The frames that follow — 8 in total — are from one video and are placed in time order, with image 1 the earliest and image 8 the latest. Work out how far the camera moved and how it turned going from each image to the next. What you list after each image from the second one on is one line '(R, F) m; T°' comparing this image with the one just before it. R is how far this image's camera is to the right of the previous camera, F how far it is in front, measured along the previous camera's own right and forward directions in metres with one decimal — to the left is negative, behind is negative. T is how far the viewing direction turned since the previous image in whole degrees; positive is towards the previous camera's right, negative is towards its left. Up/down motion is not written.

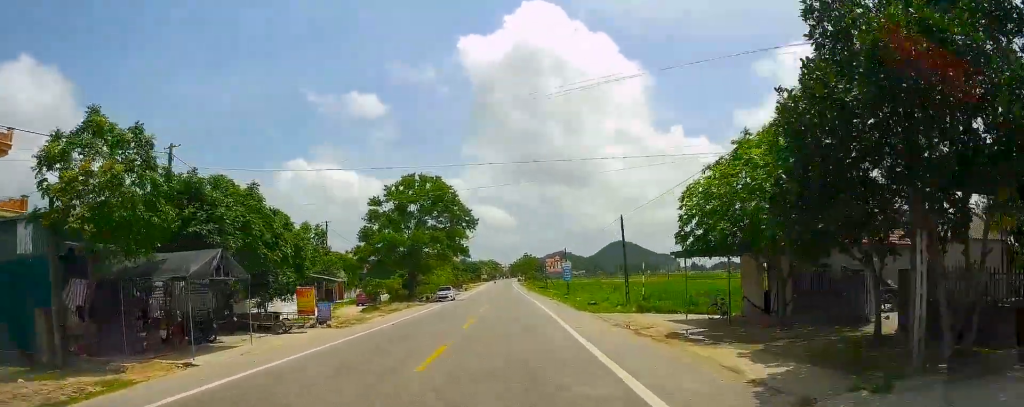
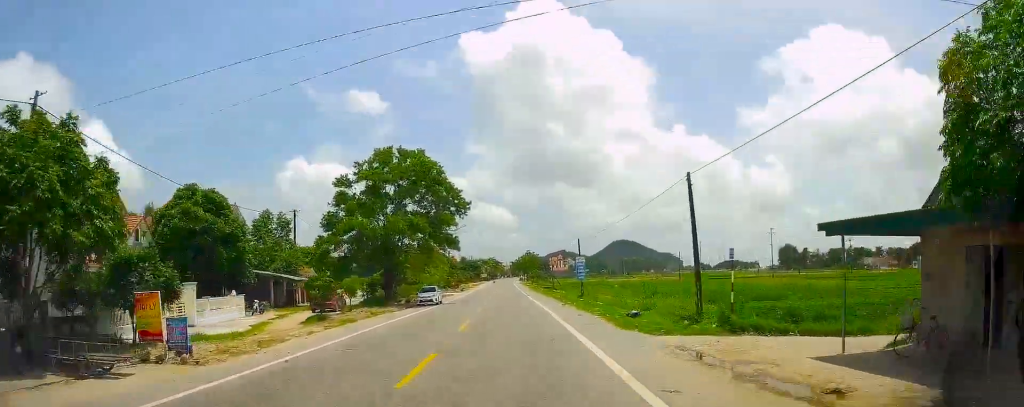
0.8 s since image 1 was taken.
(+0.2, +11.6) m; 0°
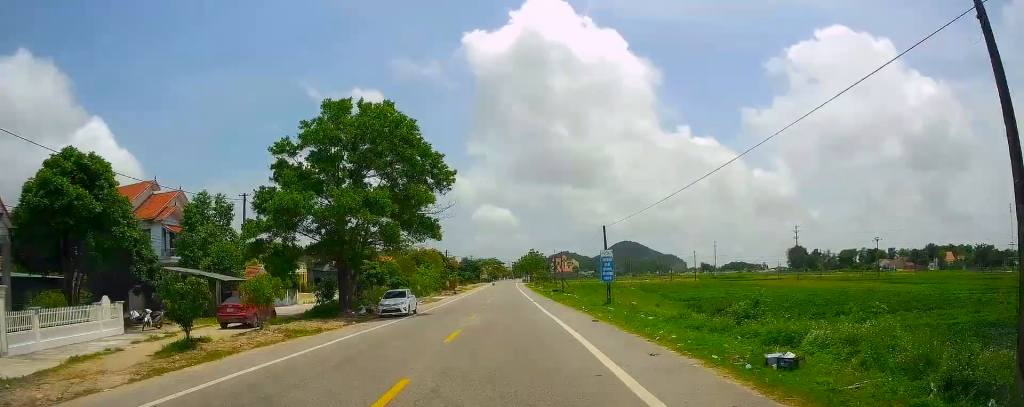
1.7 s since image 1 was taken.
(0.0, +13.1) m; -1°
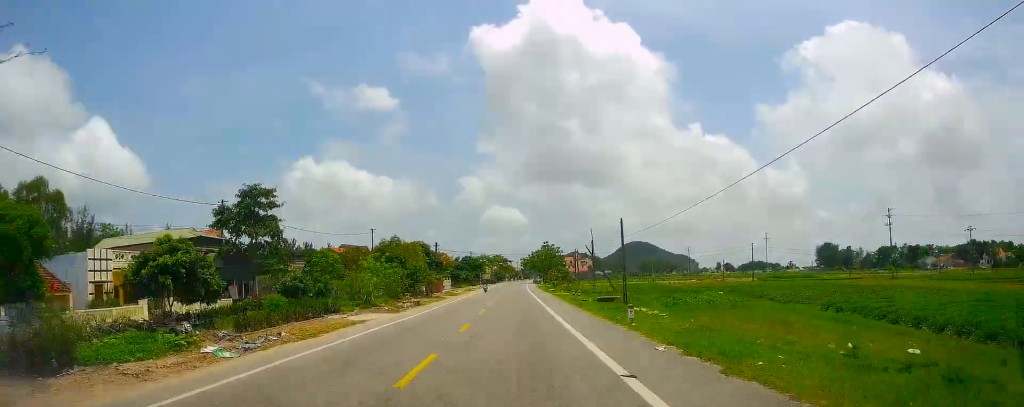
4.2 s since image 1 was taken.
(-2.1, +35.9) m; -3°
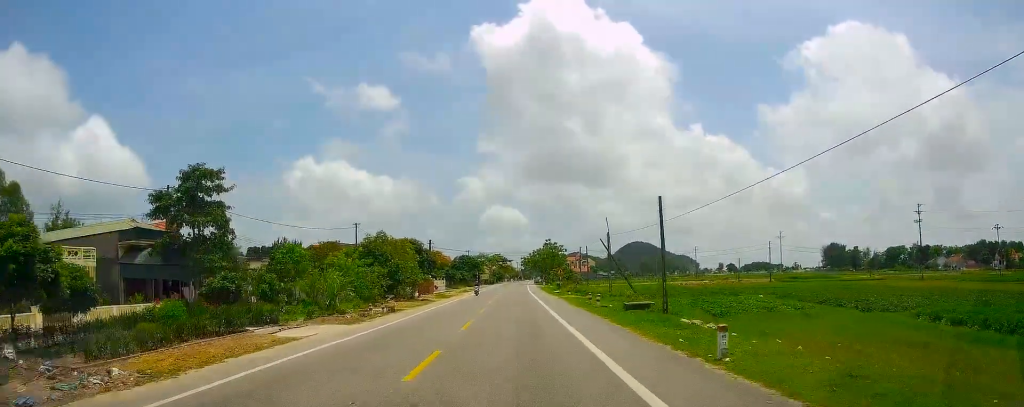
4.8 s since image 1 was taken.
(+0.5, +9.4) m; +2°
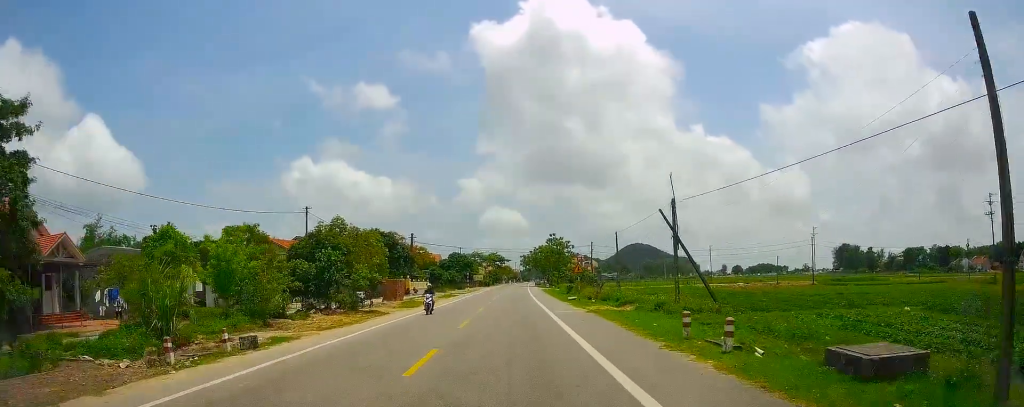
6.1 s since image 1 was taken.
(+0.4, +19.3) m; 0°
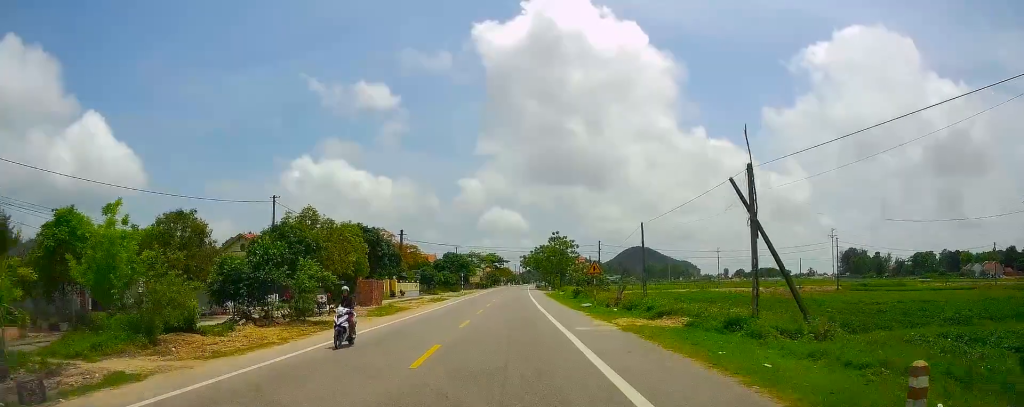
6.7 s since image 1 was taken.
(-0.1, +8.9) m; -1°
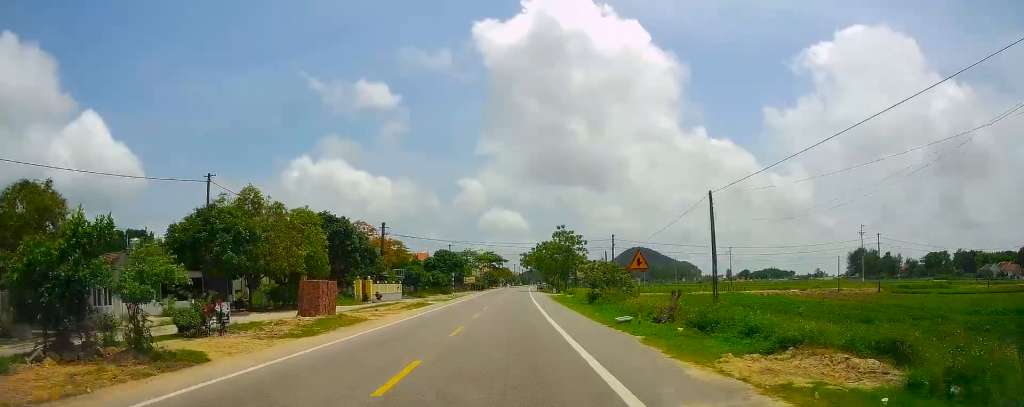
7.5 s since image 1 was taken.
(0.0, +12.5) m; -1°
